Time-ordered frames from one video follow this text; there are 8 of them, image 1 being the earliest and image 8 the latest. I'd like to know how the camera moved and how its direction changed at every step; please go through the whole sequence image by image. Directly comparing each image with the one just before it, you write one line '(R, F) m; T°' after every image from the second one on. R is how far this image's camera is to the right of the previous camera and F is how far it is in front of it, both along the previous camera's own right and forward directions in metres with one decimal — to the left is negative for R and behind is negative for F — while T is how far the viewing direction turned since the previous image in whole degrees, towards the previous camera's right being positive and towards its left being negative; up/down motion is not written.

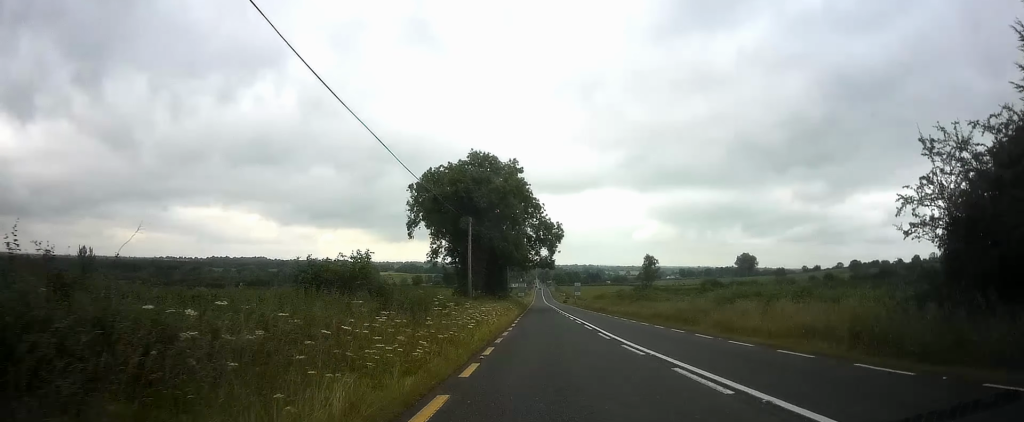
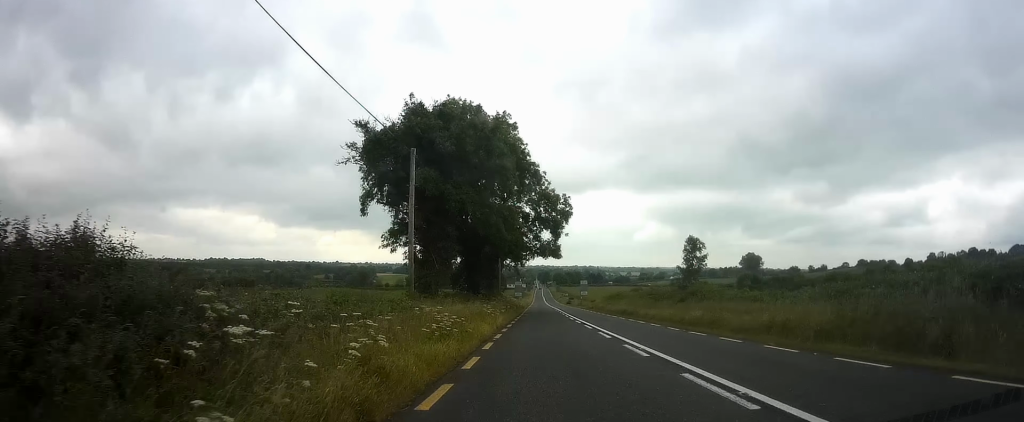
(-0.1, +19.0) m; +1°
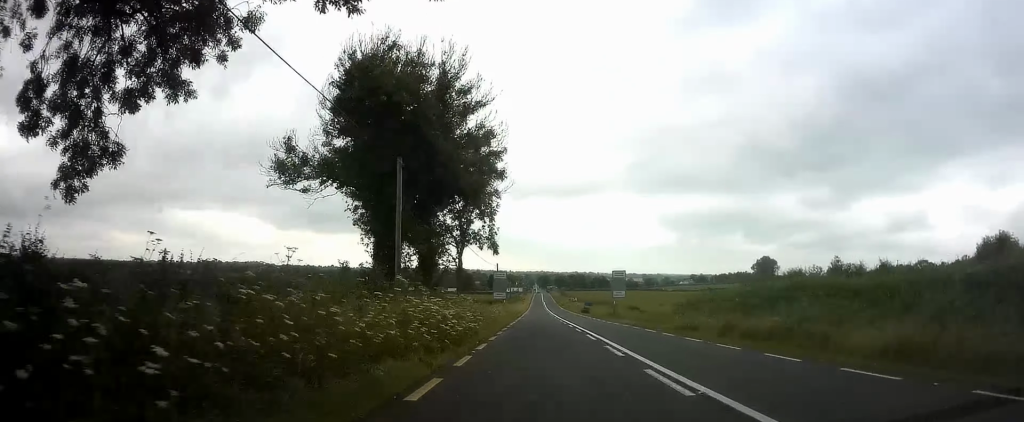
(+0.1, +51.4) m; 0°
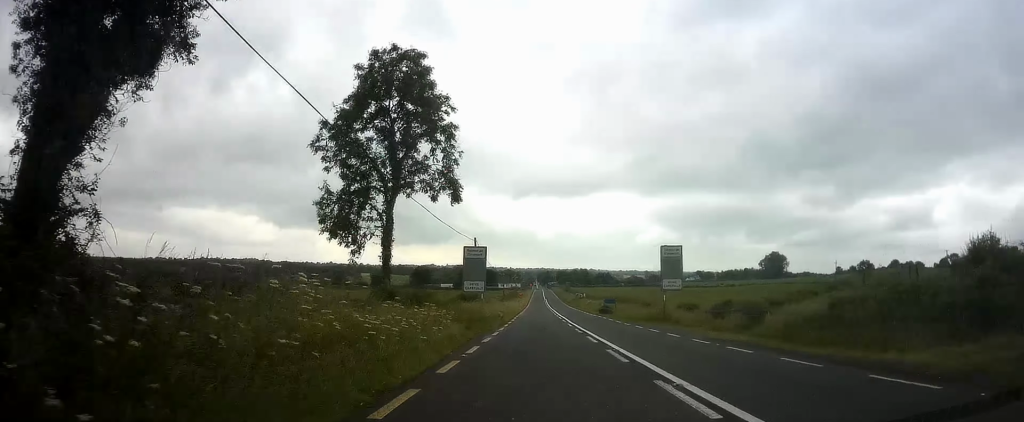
(+0.3, +24.7) m; 0°
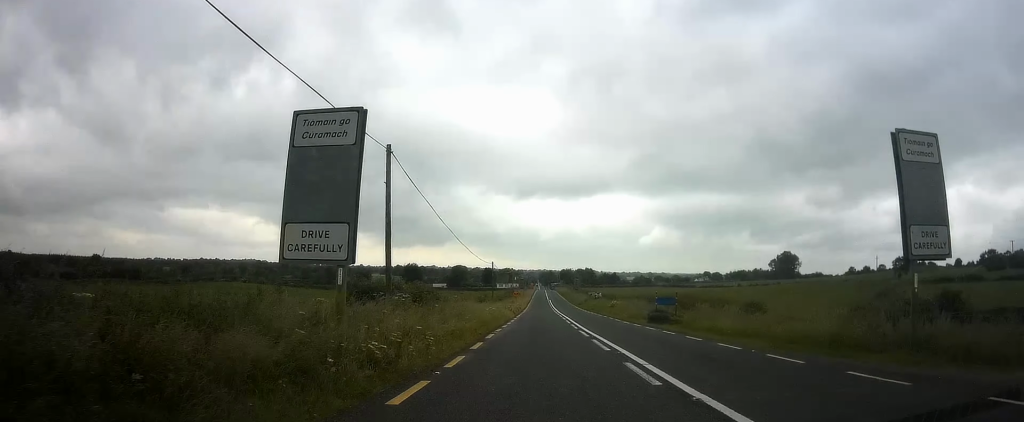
(-0.2, +27.0) m; -1°
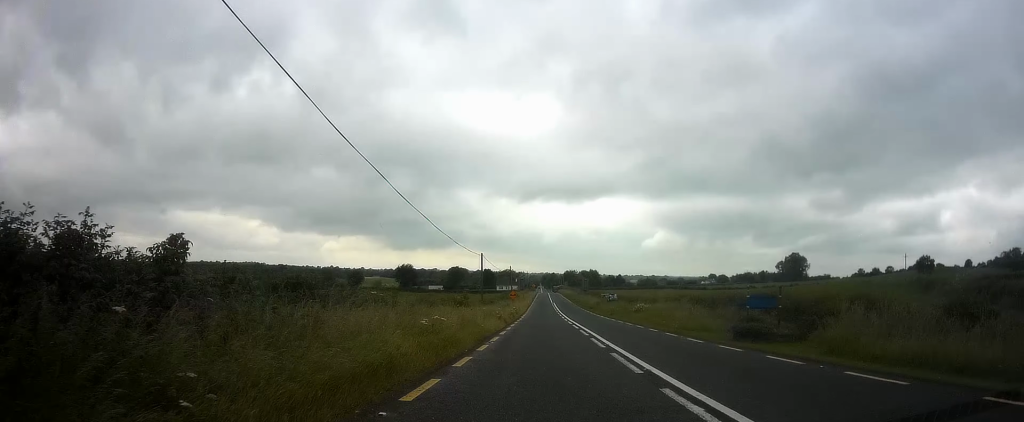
(0.0, +15.8) m; -1°
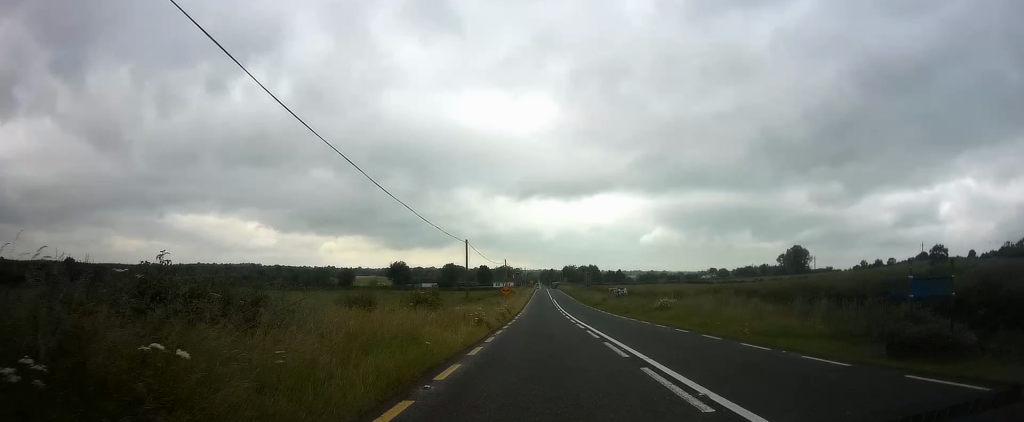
(-0.1, +10.2) m; 0°
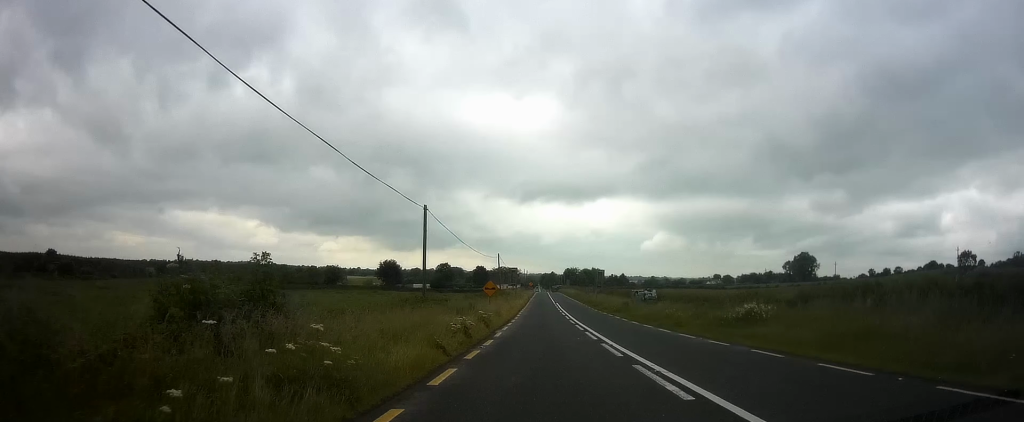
(-0.2, +17.1) m; 0°
